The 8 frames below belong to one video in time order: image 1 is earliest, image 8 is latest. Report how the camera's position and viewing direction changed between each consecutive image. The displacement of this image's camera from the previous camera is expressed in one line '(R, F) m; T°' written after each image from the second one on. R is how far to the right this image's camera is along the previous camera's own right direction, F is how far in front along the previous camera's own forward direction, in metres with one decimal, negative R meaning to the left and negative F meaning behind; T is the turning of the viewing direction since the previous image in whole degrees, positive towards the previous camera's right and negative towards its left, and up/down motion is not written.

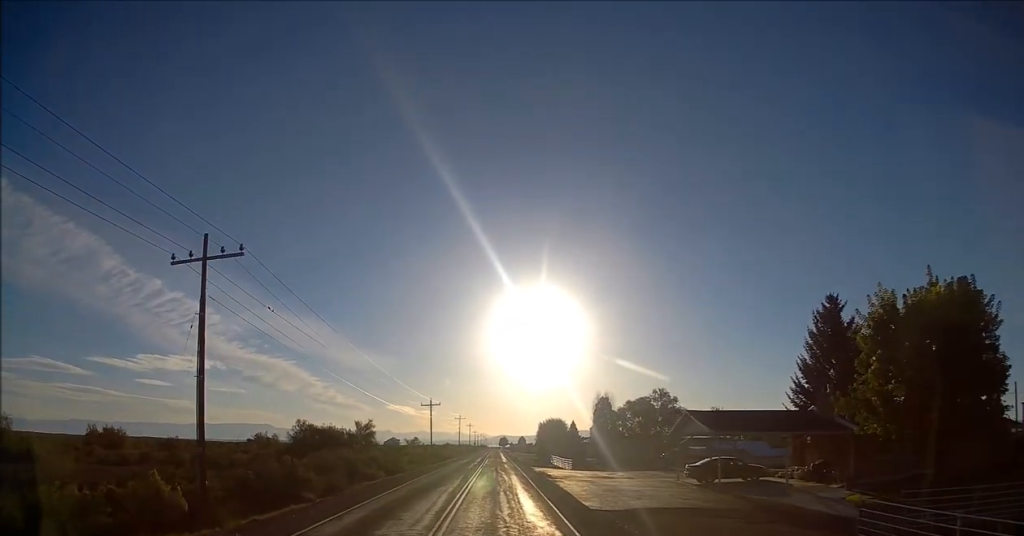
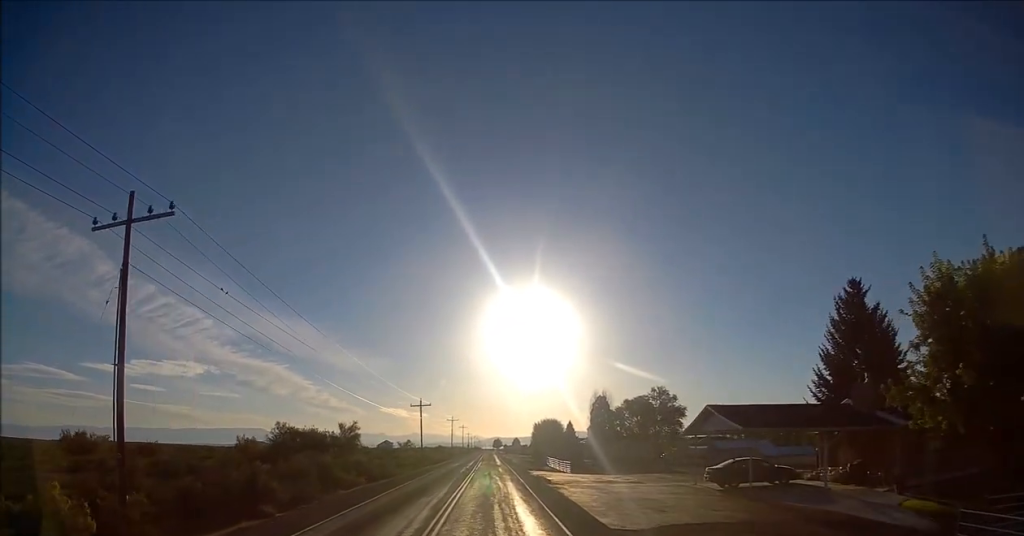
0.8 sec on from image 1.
(0.0, +5.7) m; 0°
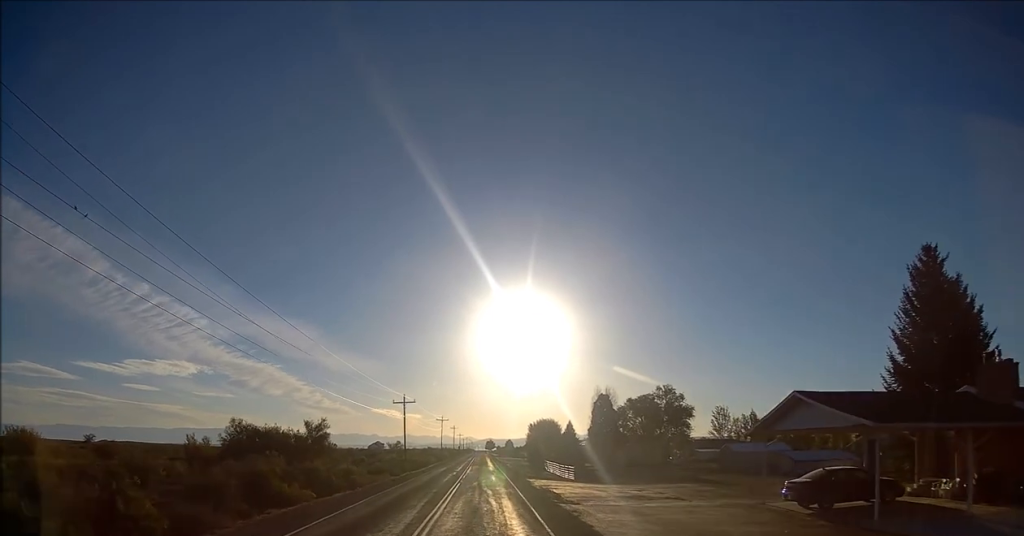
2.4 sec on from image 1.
(-0.1, +11.2) m; -2°
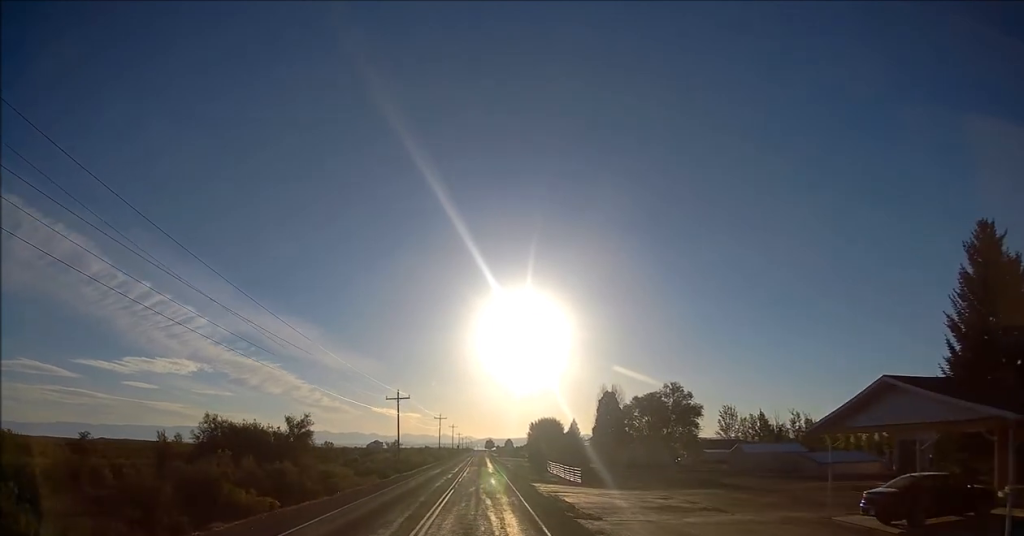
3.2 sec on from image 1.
(-0.2, +6.1) m; 0°
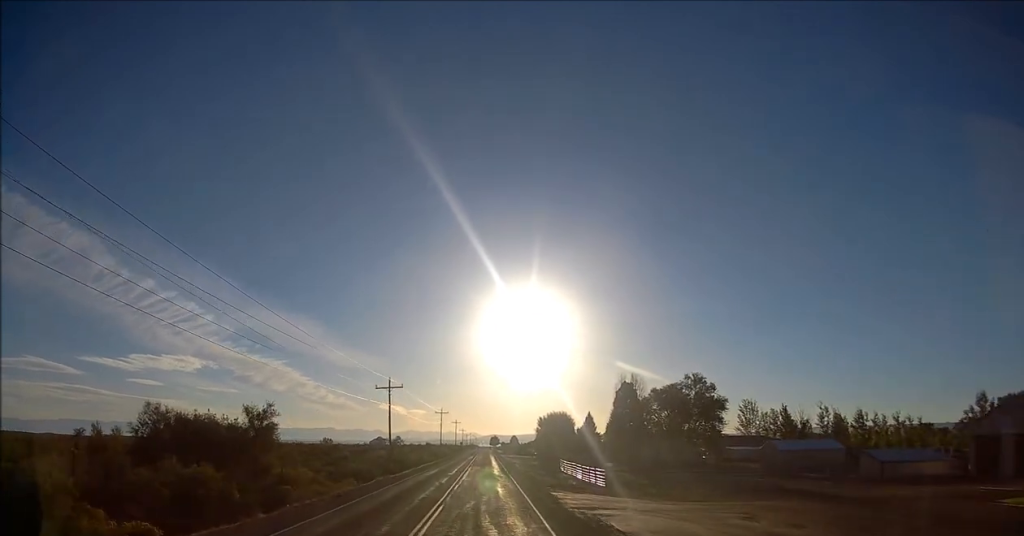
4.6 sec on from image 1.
(0.0, +11.3) m; -1°
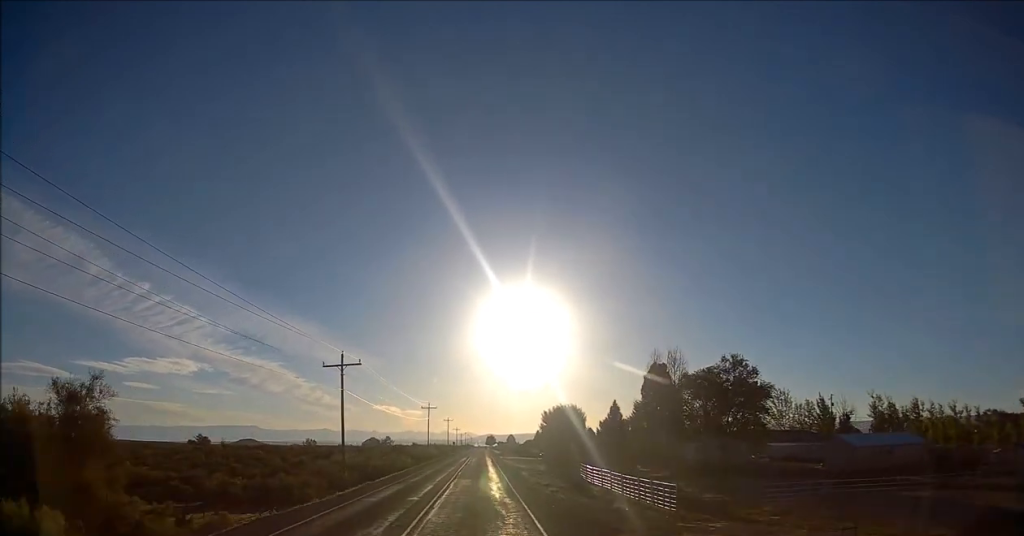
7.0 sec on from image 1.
(0.0, +22.7) m; 0°
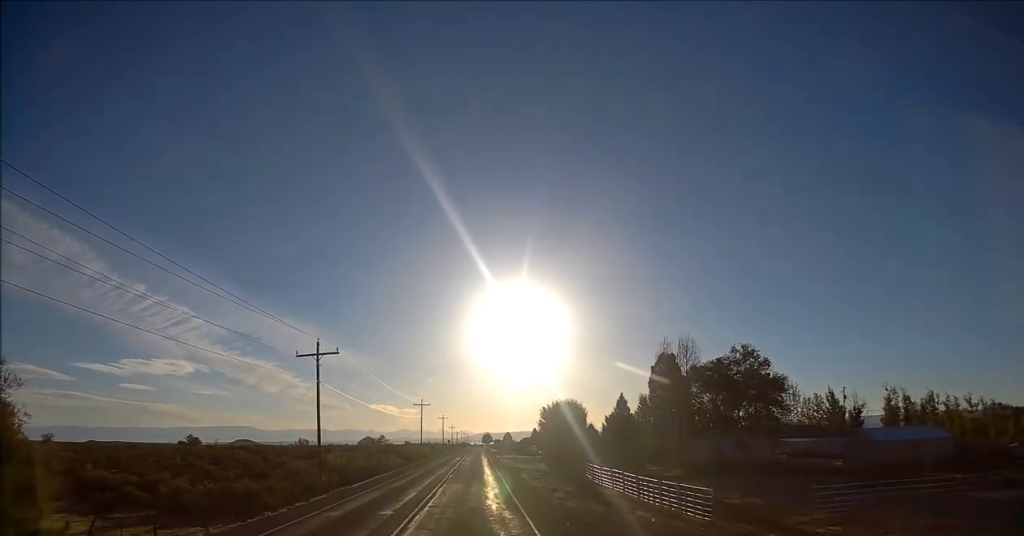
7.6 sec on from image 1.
(0.0, +6.0) m; 0°
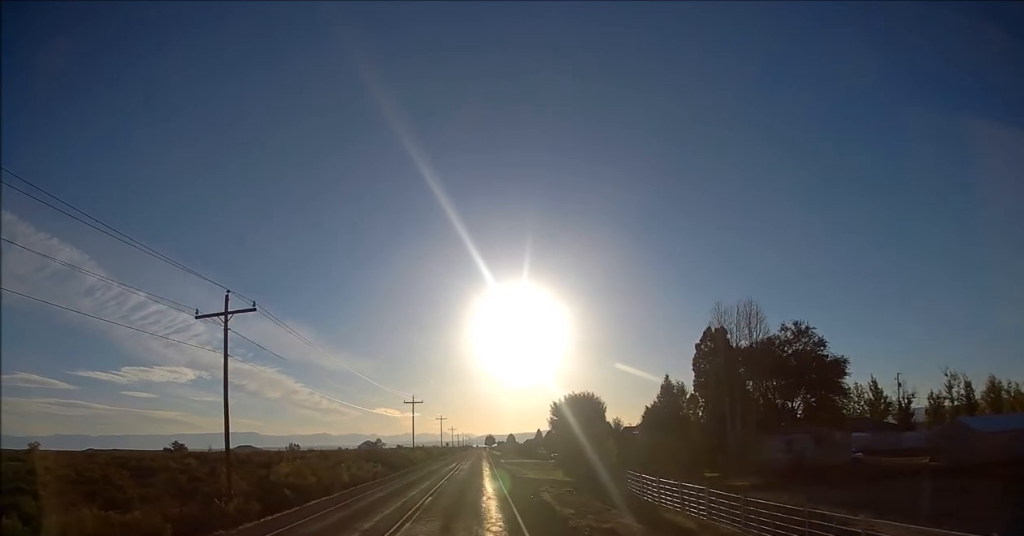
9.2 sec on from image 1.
(-0.2, +16.2) m; 0°
